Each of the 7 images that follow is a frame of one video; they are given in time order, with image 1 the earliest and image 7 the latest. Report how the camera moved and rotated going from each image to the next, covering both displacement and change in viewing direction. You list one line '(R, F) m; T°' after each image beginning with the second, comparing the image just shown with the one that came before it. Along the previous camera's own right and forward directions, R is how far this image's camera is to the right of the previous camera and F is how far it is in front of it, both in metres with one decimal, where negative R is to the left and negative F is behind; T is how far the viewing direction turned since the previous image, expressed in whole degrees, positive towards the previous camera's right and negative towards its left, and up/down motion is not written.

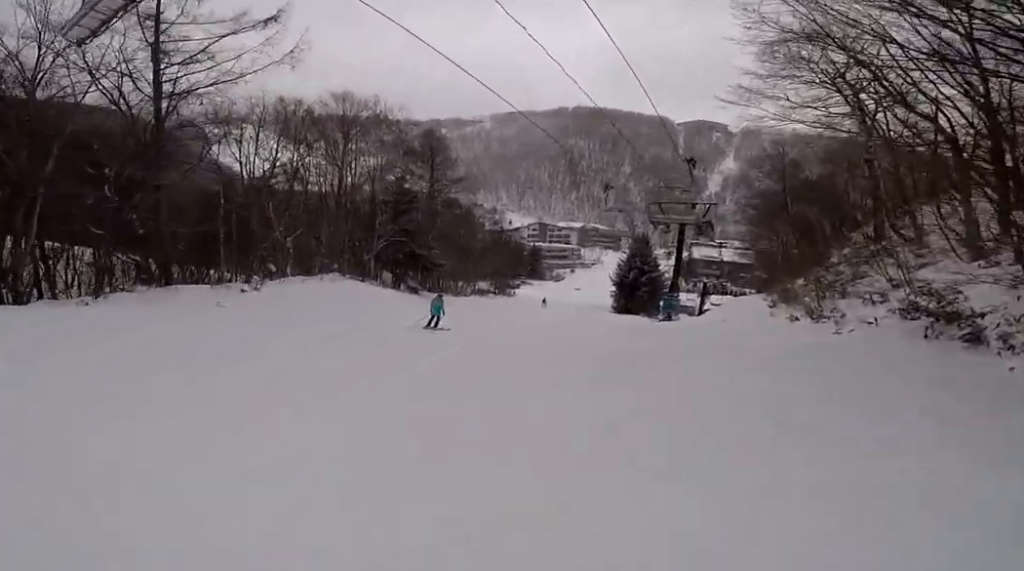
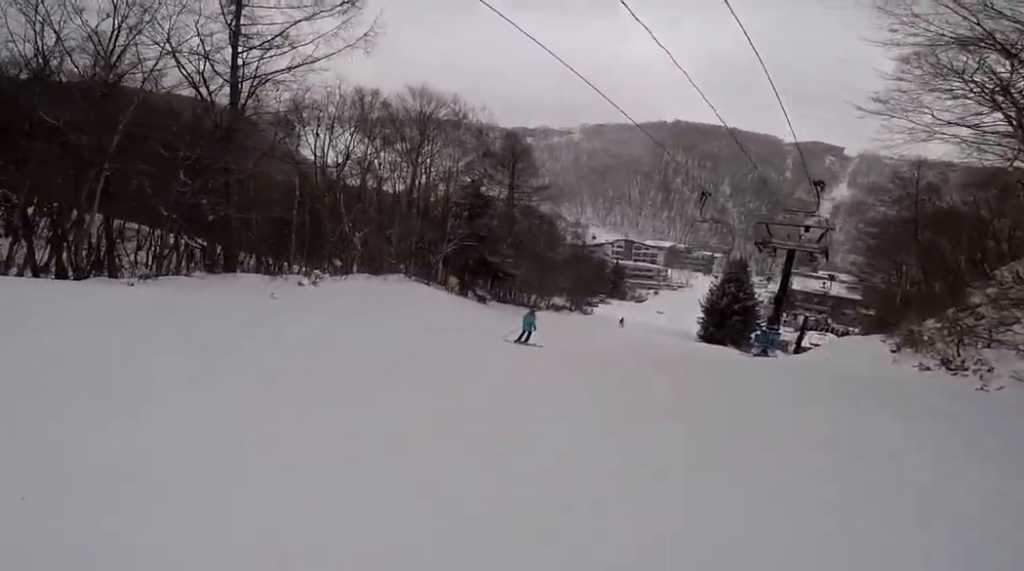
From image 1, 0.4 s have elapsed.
(0.0, +1.6) m; -5°
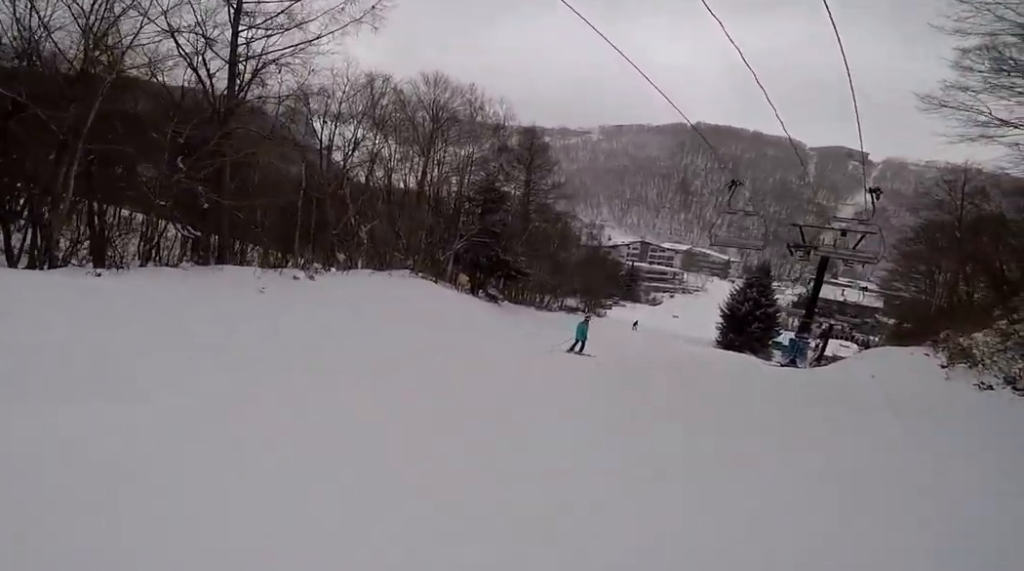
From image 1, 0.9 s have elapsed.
(+0.2, +1.8) m; -6°
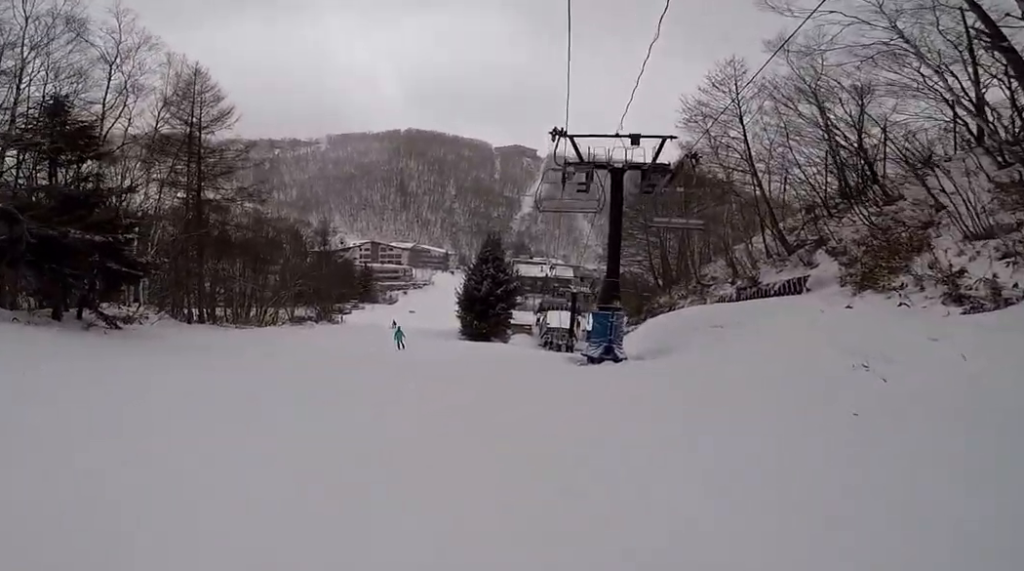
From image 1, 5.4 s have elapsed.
(+10.7, +15.0) m; +20°
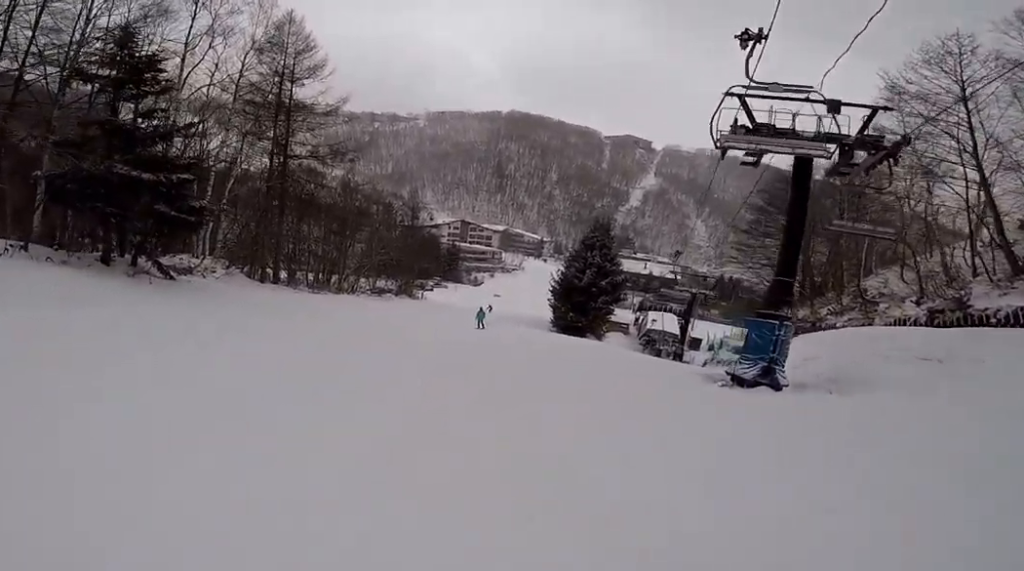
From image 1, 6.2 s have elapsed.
(-0.9, +3.6) m; -14°
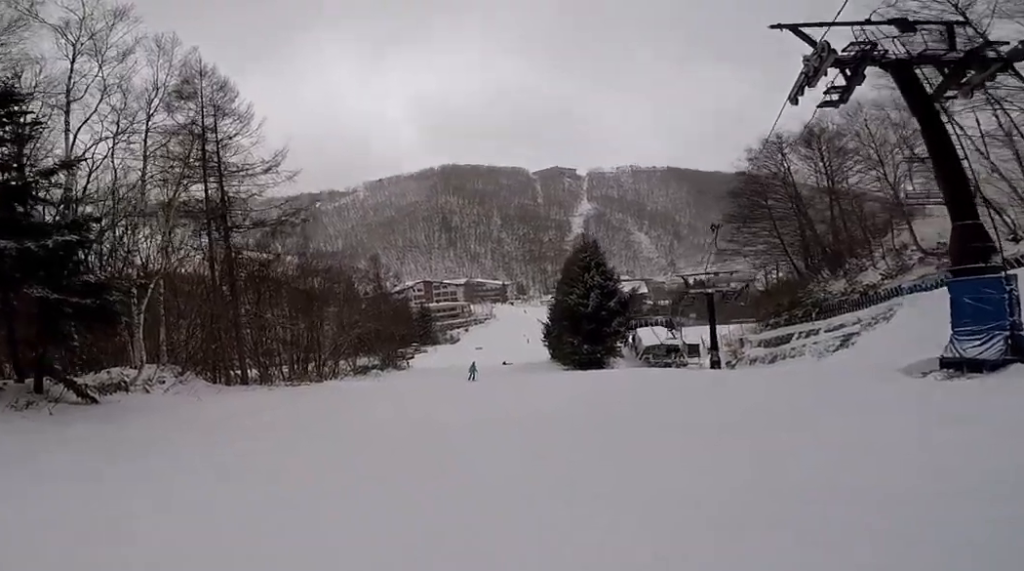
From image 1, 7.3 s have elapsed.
(+0.1, +6.0) m; +19°
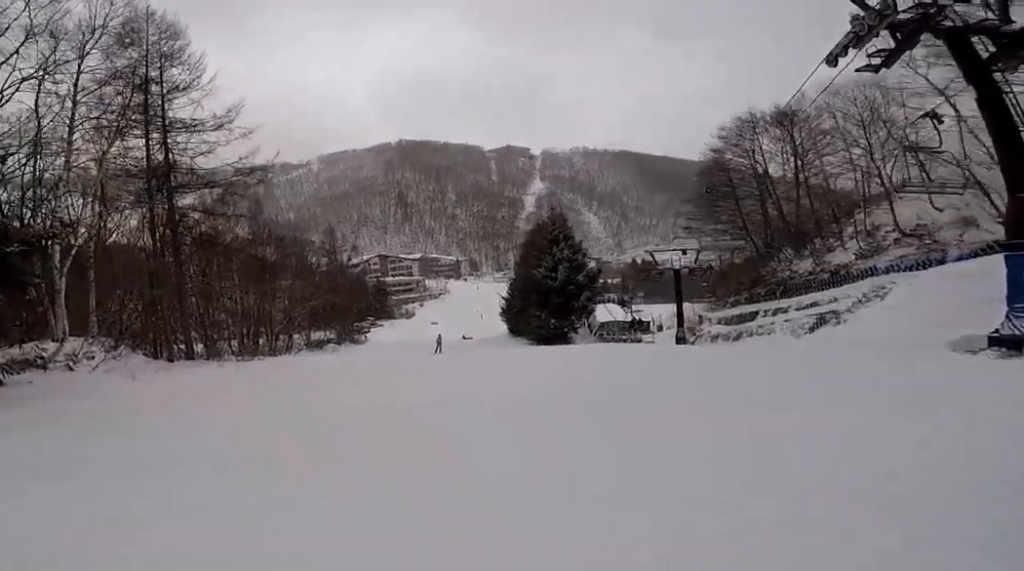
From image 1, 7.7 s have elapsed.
(+0.2, +2.2) m; +13°
